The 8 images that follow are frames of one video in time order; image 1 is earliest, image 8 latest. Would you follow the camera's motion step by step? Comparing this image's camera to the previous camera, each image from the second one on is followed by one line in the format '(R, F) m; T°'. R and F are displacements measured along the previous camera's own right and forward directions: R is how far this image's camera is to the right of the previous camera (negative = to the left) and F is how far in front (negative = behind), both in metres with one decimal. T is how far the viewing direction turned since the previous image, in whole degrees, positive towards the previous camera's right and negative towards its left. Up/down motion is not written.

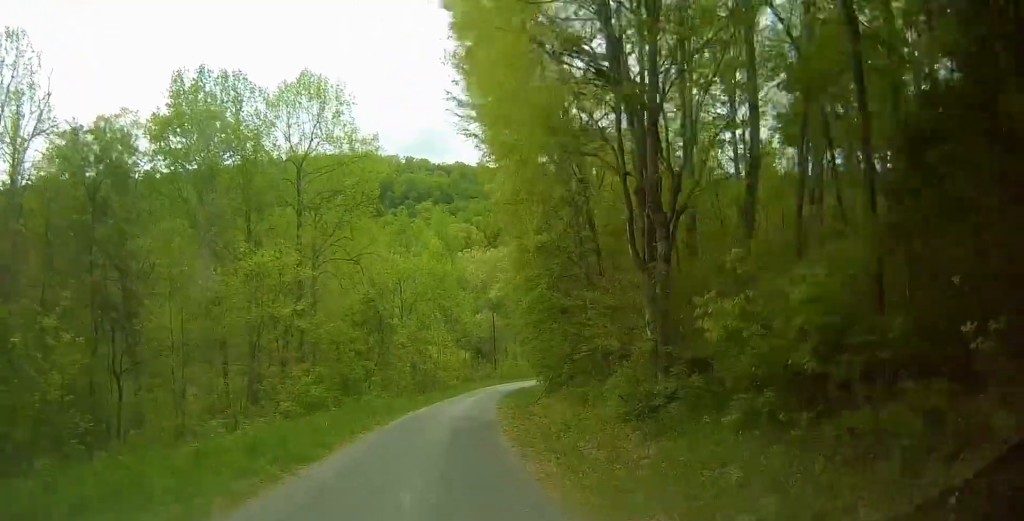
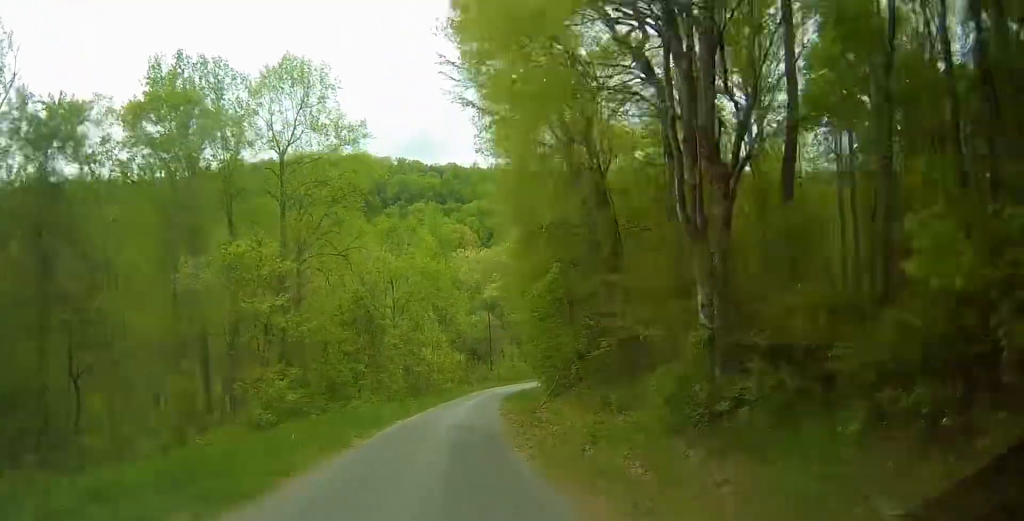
(0.0, +3.6) m; 0°
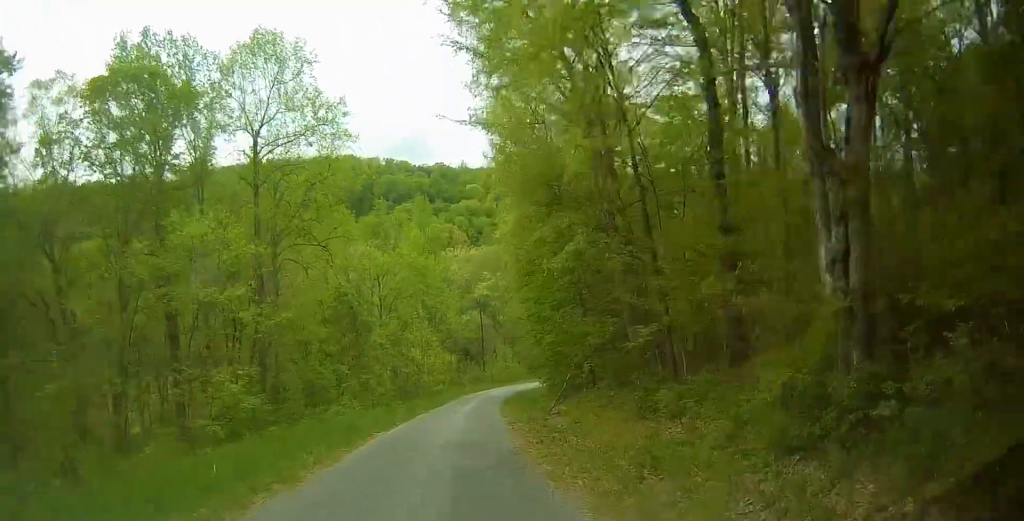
(0.0, +4.7) m; 0°
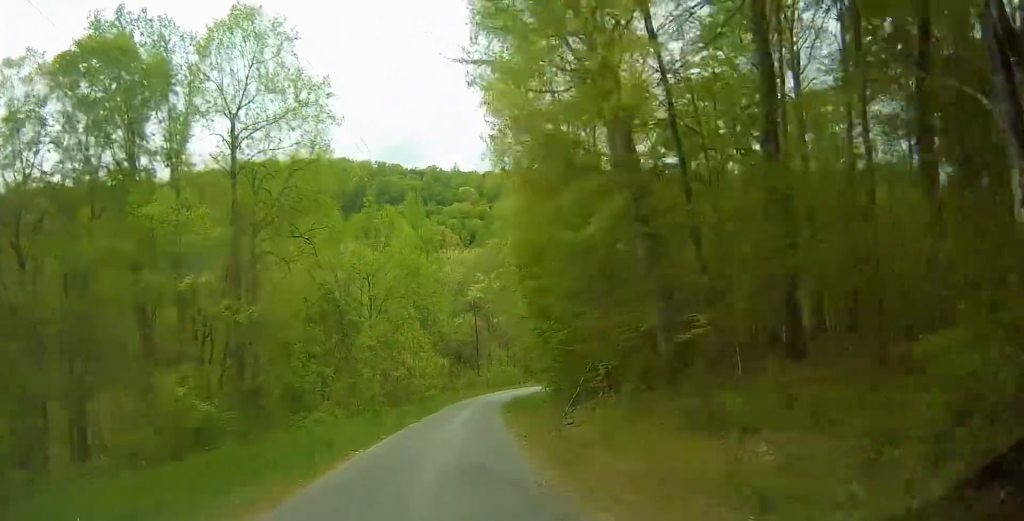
(0.0, +3.9) m; 0°
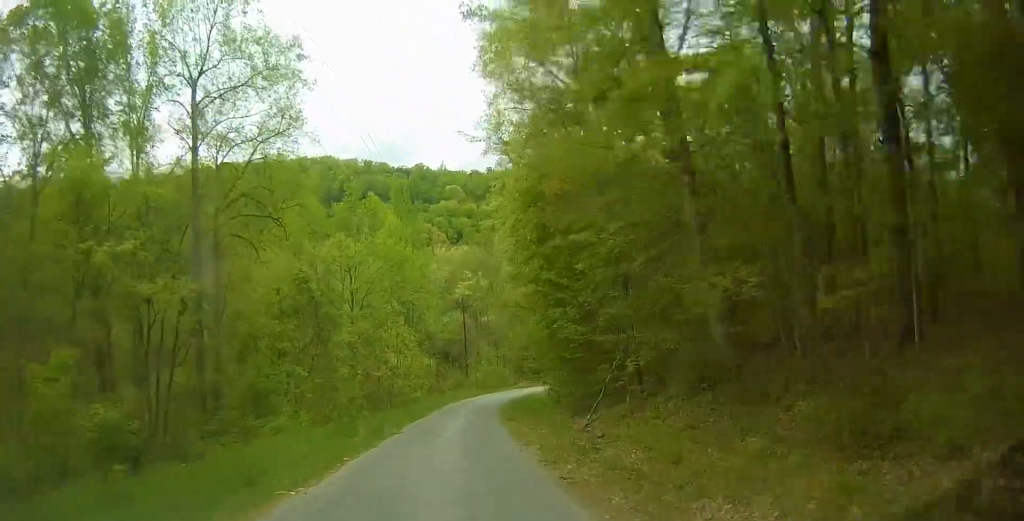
(0.0, +5.2) m; 0°
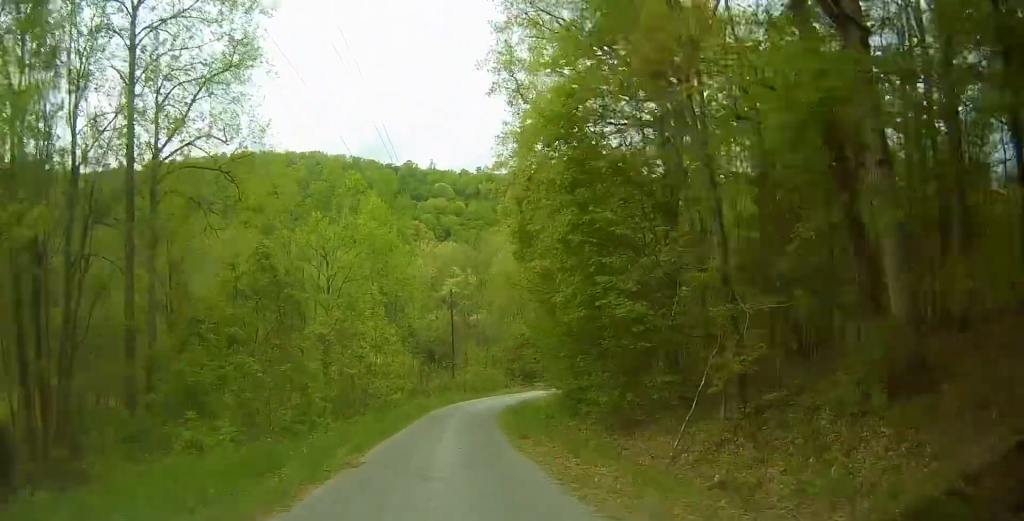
(0.0, +7.7) m; 0°
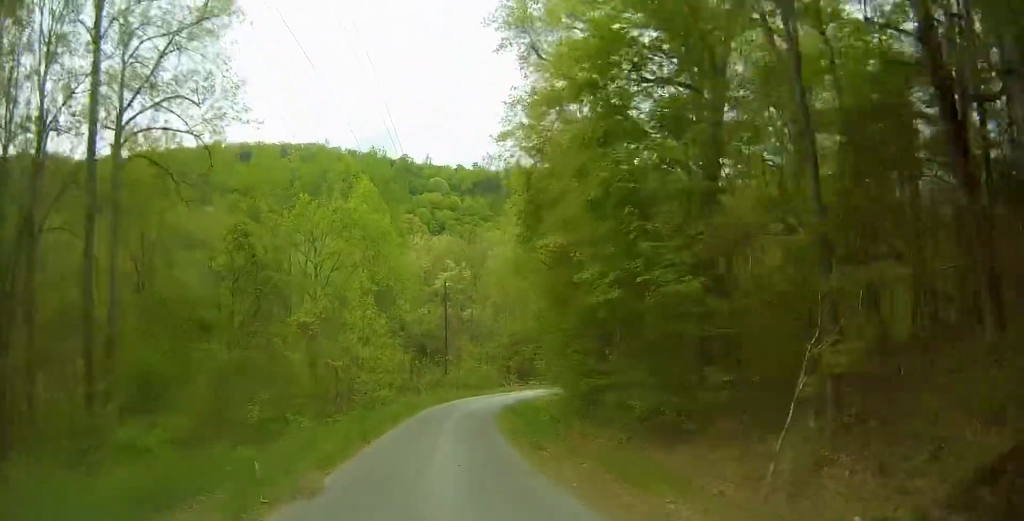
(0.0, +3.6) m; 0°
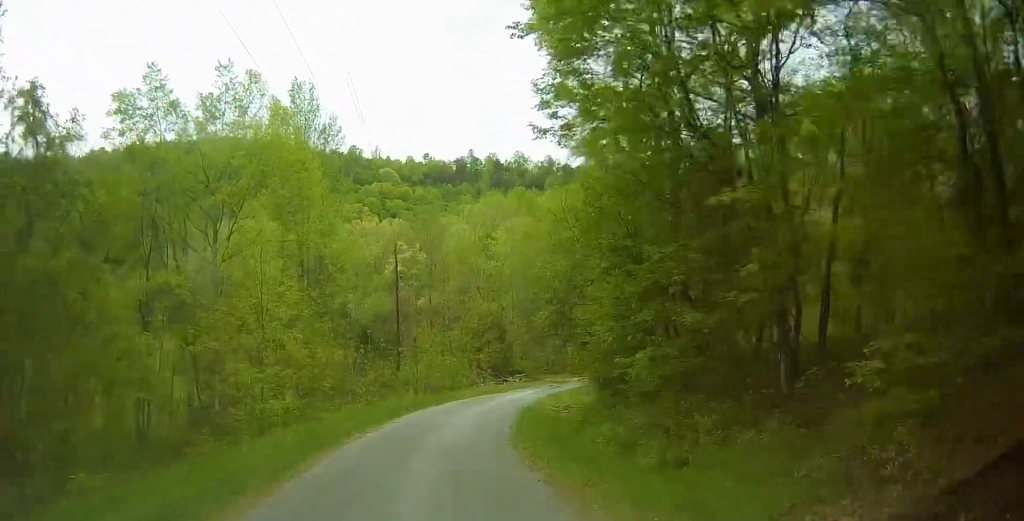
(+0.8, +18.1) m; +6°
